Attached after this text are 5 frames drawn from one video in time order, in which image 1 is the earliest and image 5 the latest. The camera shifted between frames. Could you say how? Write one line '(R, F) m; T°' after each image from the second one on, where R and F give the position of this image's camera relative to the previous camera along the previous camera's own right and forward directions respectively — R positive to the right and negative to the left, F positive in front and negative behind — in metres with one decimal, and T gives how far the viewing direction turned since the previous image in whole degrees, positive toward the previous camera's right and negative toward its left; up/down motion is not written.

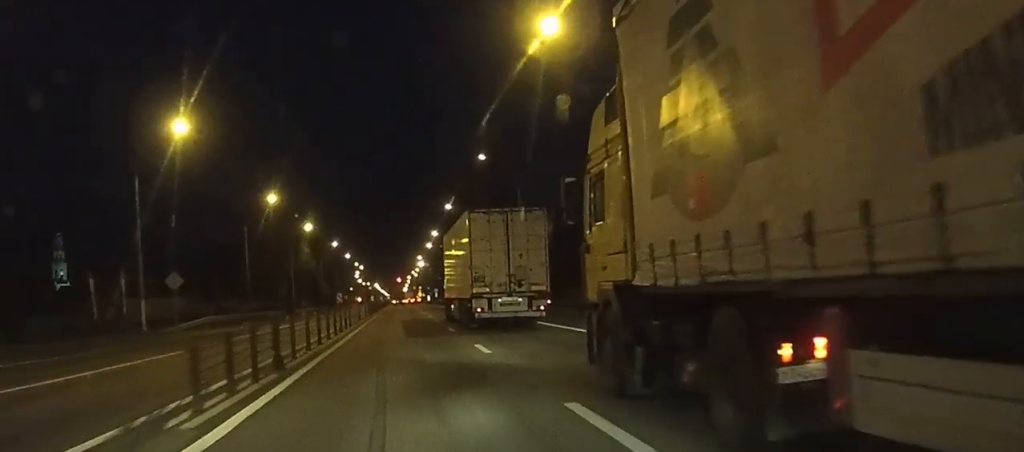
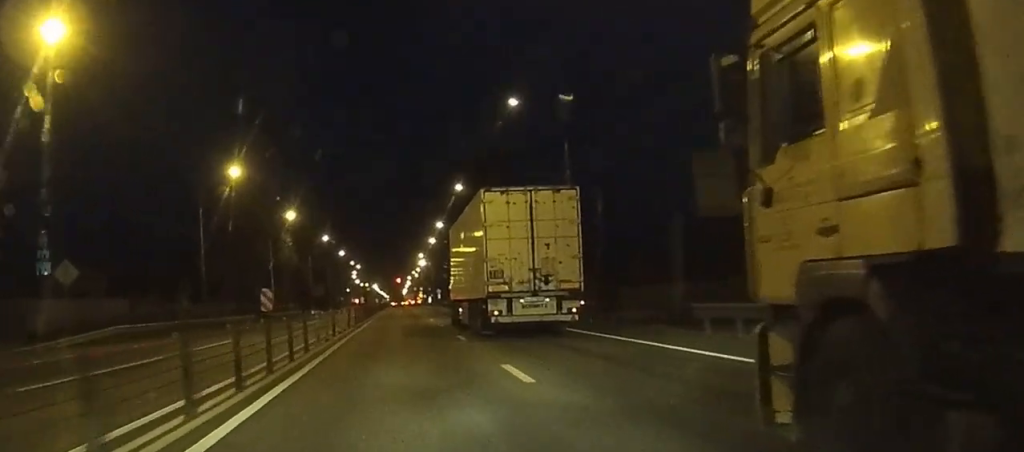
(-0.1, +18.2) m; 0°
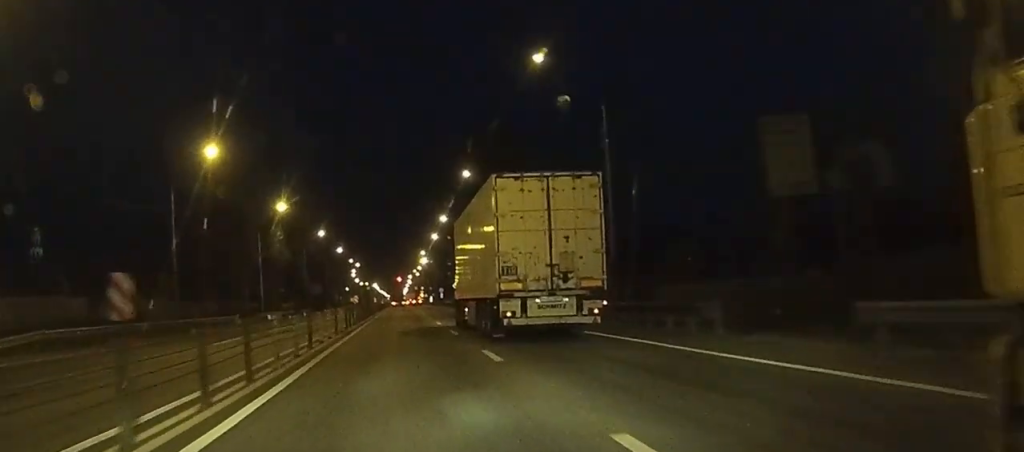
(-0.1, +8.2) m; 0°
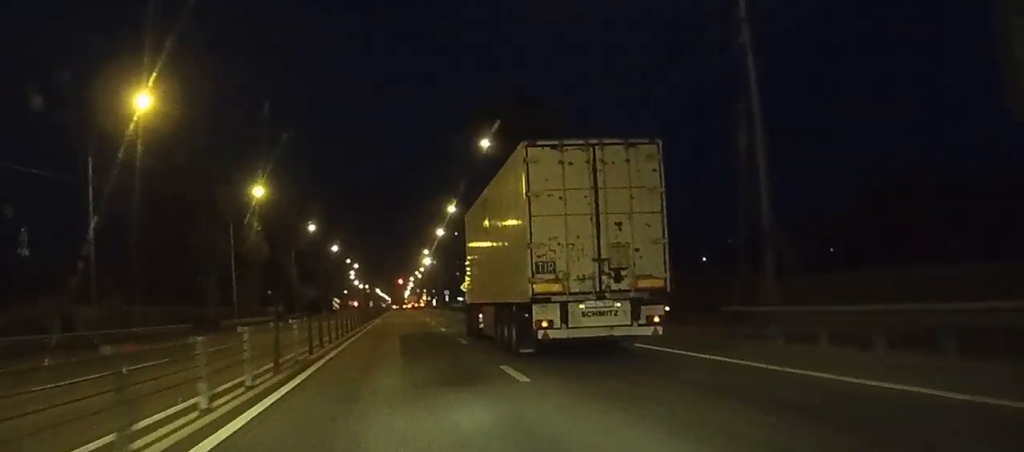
(+0.1, +15.2) m; 0°
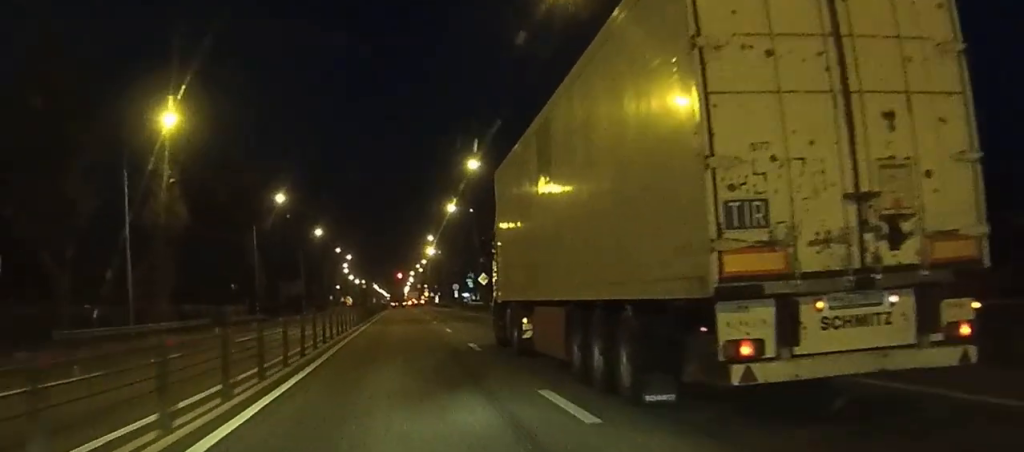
(+0.1, +27.9) m; 0°
